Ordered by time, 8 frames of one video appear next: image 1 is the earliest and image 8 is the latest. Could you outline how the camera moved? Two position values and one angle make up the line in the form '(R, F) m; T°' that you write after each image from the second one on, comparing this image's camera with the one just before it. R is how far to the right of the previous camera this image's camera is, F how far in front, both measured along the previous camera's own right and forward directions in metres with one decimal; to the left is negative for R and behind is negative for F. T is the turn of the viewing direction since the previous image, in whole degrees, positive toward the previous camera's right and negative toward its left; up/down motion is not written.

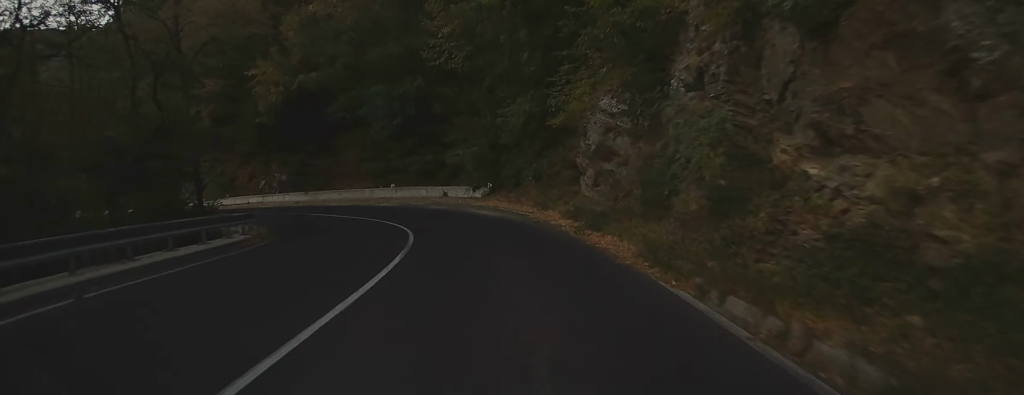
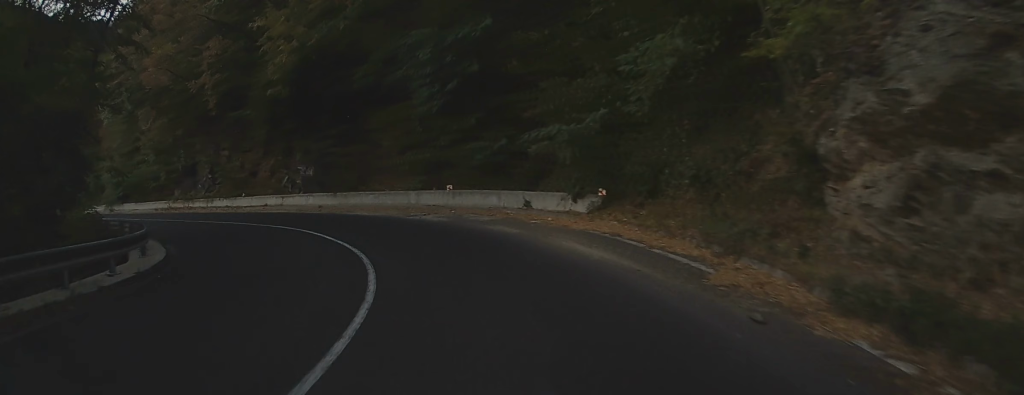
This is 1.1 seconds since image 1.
(-0.9, +12.2) m; -9°
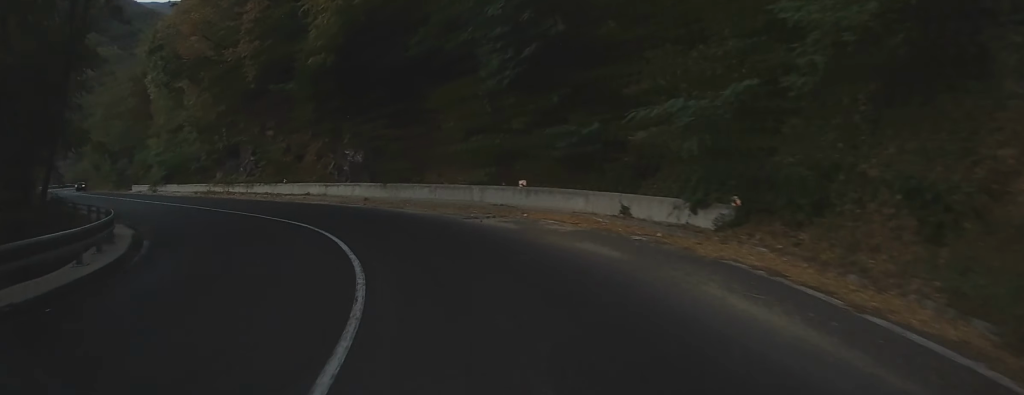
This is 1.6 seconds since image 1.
(-0.1, +5.0) m; -5°
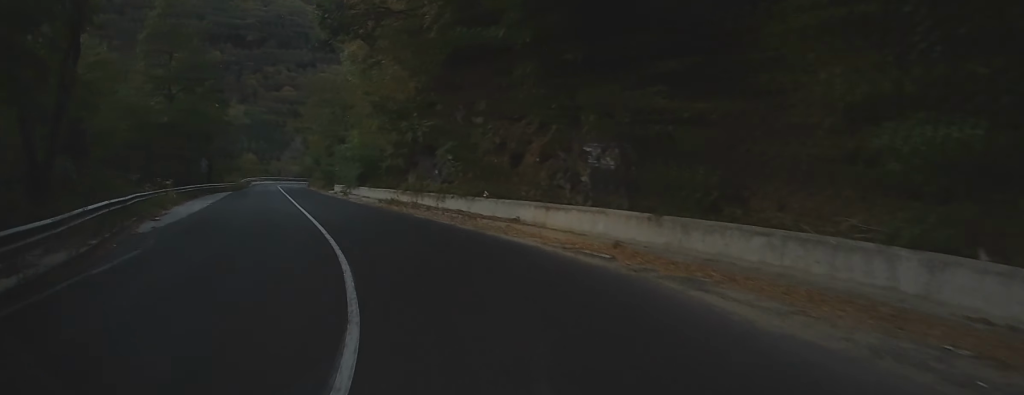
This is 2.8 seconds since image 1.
(-1.8, +12.9) m; -18°
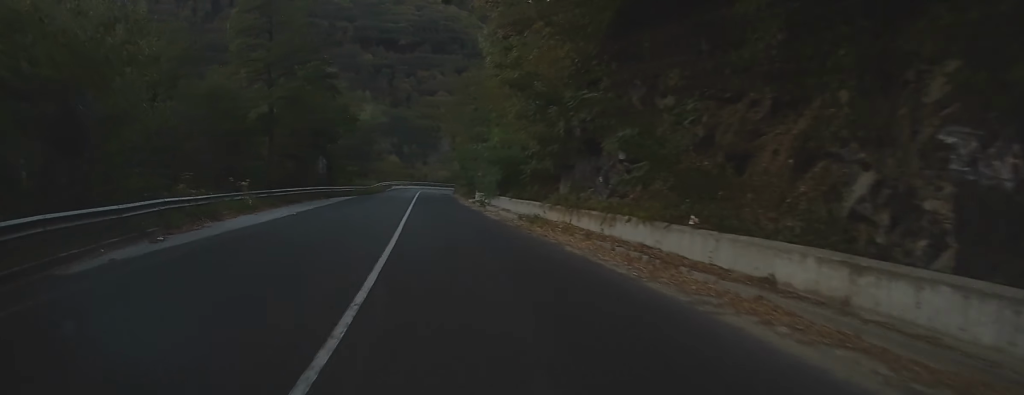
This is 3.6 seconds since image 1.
(-1.0, +9.0) m; -12°
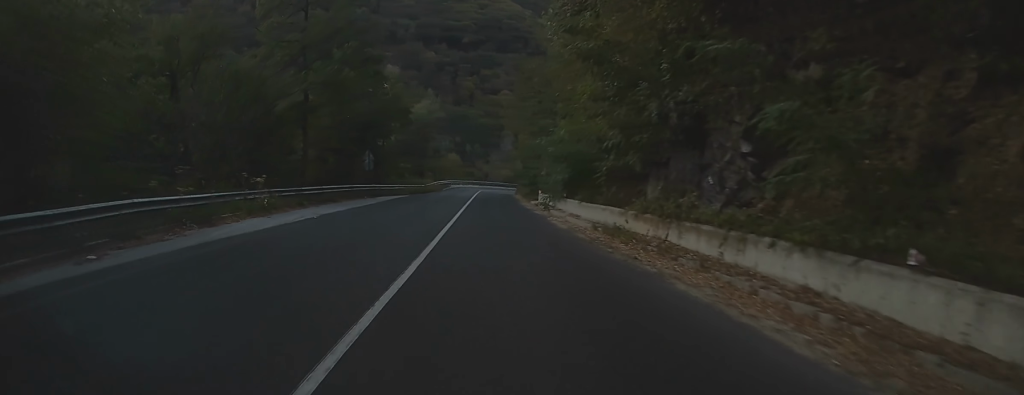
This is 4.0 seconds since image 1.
(-0.5, +5.0) m; -4°
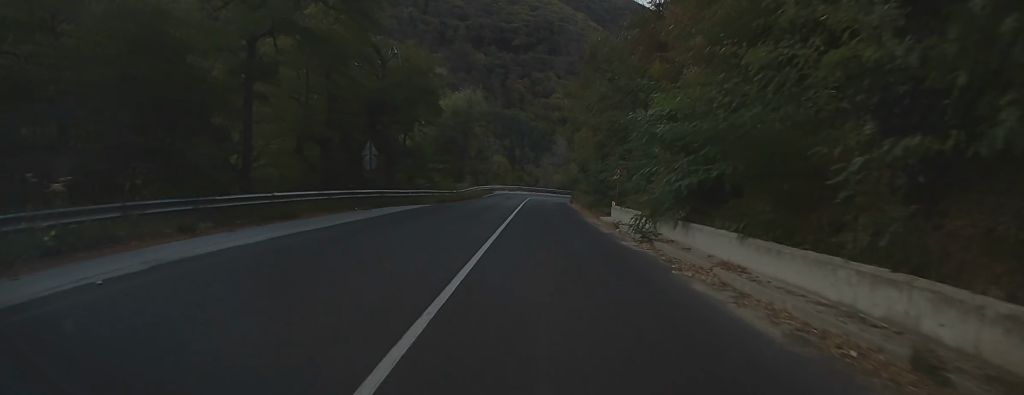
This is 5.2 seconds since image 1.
(-1.0, +13.7) m; -4°
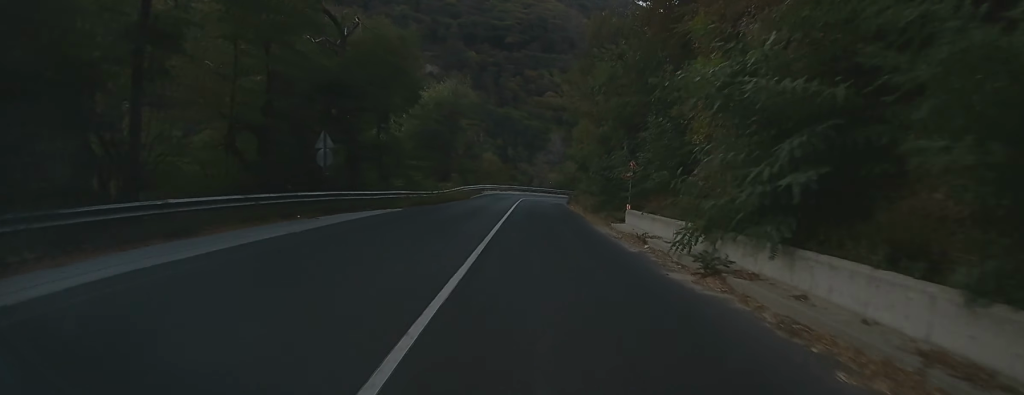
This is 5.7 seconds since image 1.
(0.0, +6.4) m; 0°
